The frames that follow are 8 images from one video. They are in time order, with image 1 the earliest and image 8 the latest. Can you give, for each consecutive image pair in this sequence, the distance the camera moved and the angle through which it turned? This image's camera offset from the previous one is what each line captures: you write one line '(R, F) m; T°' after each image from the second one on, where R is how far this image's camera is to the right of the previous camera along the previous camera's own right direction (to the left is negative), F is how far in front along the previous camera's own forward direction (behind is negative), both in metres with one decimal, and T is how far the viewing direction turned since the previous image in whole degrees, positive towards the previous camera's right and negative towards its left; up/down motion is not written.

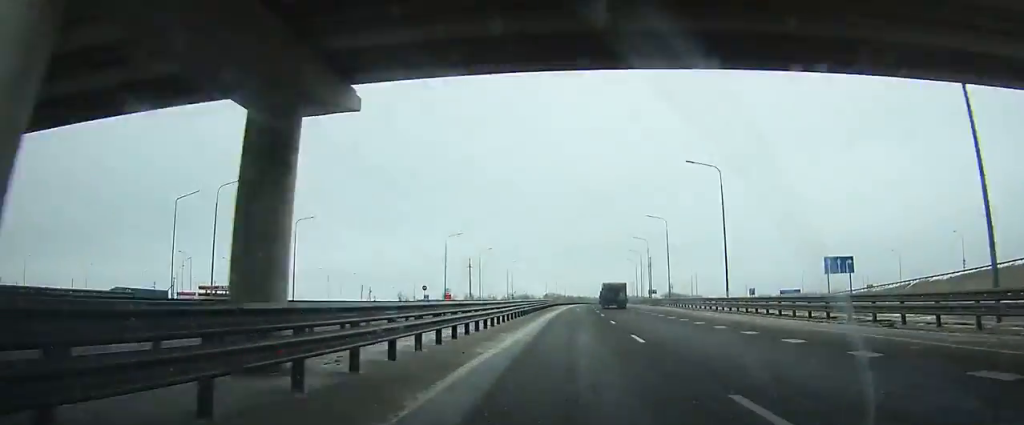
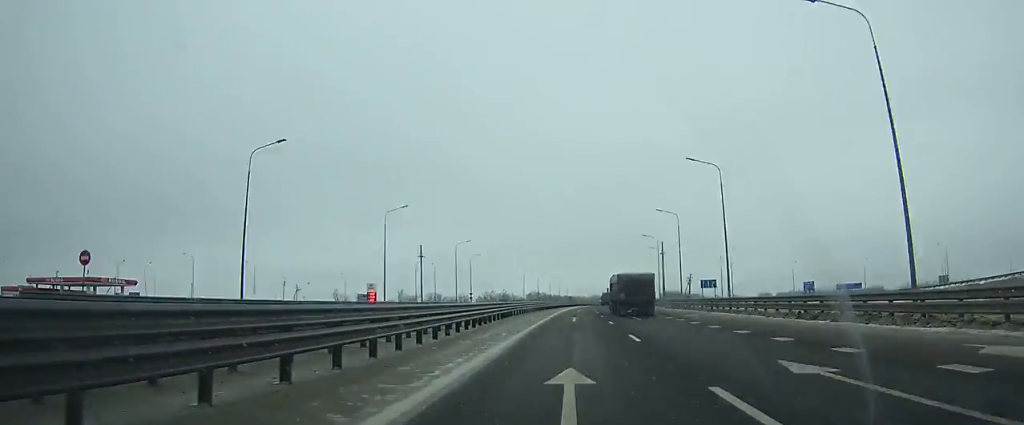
(+0.8, +55.2) m; +2°
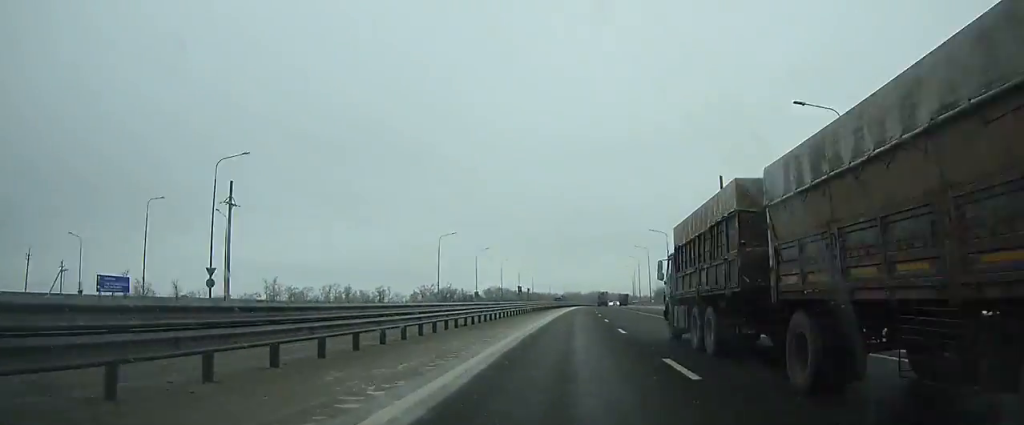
(+2.0, +86.5) m; +3°
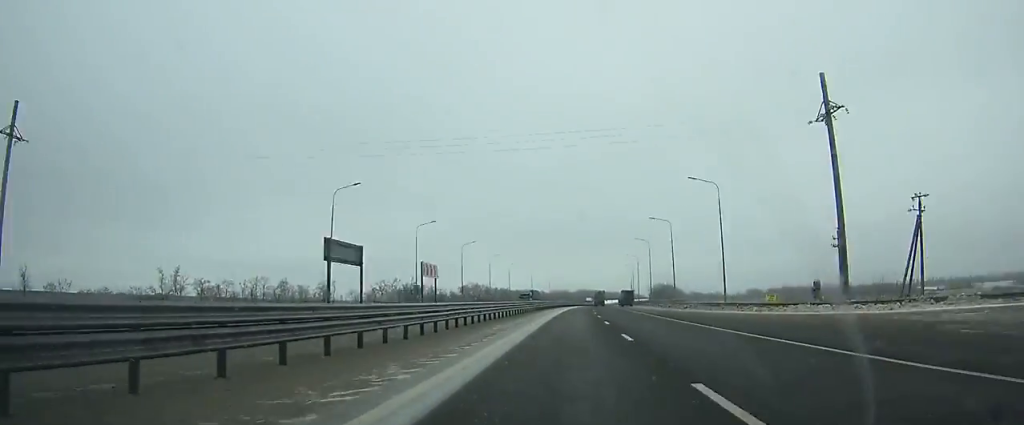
(+0.4, +38.4) m; +1°
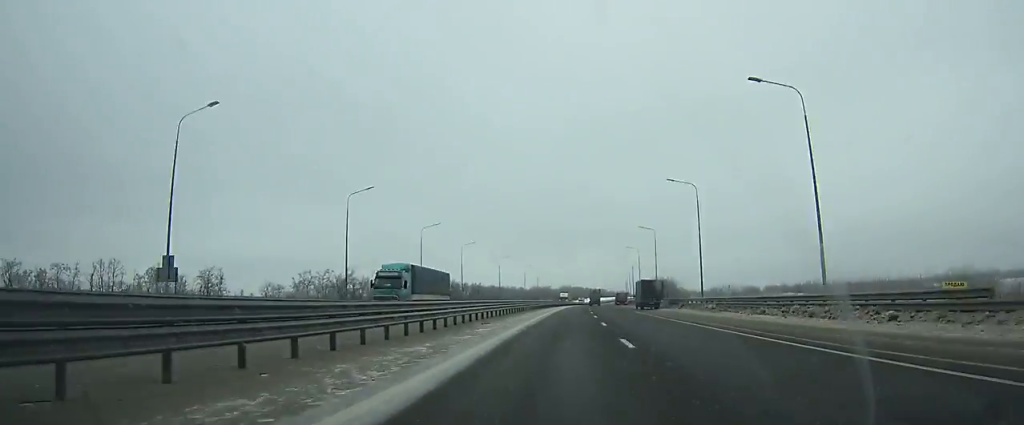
(+0.6, +50.2) m; +1°
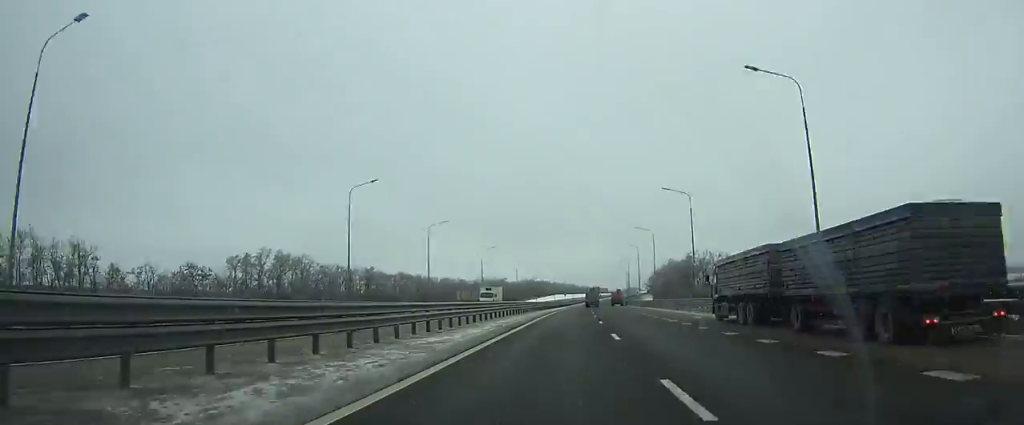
(+3.6, +133.0) m; +3°
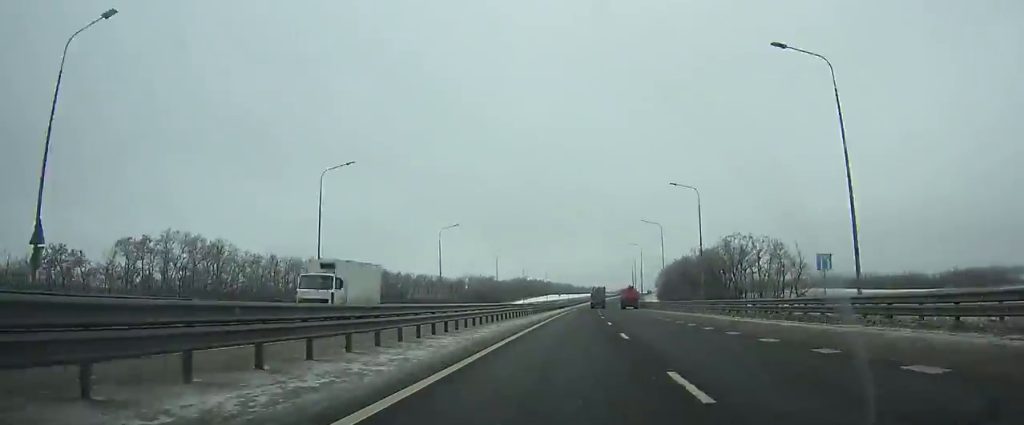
(+0.2, +37.1) m; +1°
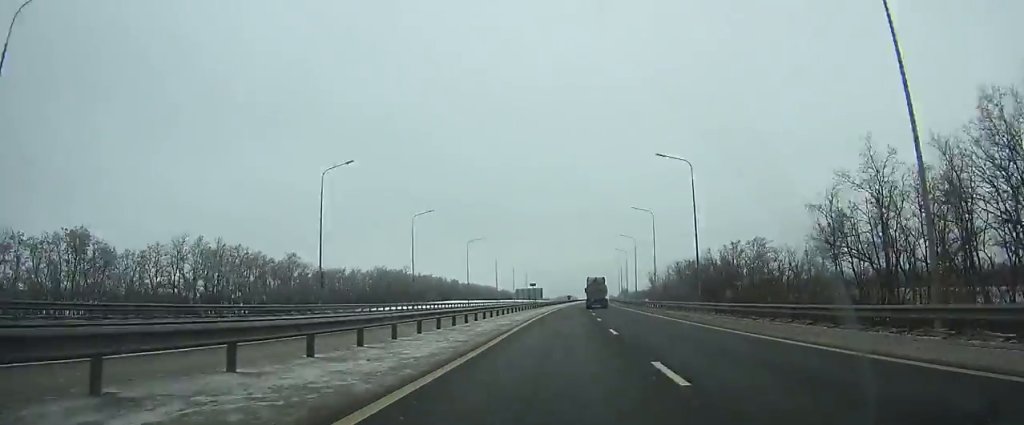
(+10.8, +197.3) m; +6°
